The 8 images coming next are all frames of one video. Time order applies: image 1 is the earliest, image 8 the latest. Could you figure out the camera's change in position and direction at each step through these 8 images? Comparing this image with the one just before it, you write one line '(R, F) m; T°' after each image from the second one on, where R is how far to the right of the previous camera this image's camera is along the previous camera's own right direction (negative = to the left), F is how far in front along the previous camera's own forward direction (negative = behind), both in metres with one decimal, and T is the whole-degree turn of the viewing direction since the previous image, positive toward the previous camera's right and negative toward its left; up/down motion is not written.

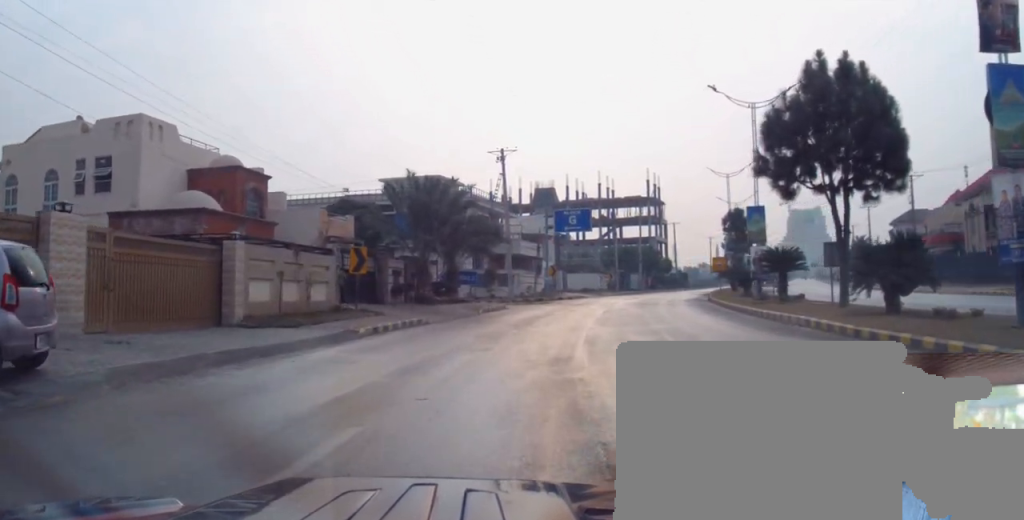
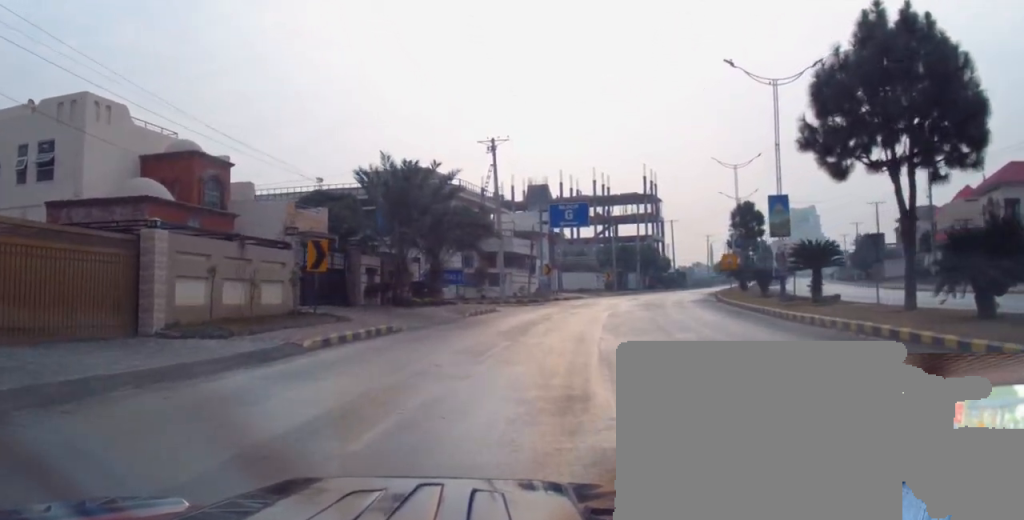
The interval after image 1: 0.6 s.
(+0.3, +4.2) m; +1°
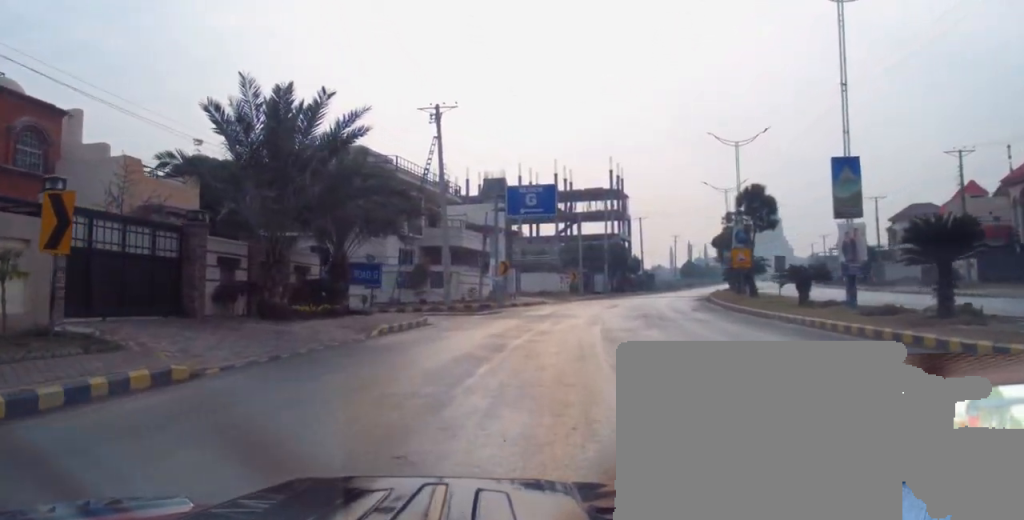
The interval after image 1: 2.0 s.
(-0.3, +11.0) m; 0°
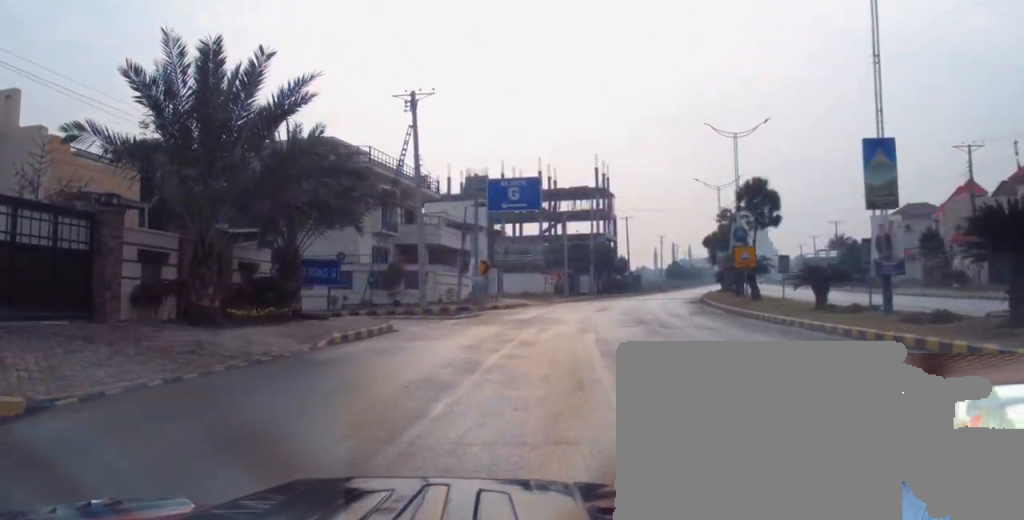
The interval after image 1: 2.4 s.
(0.0, +3.3) m; +2°
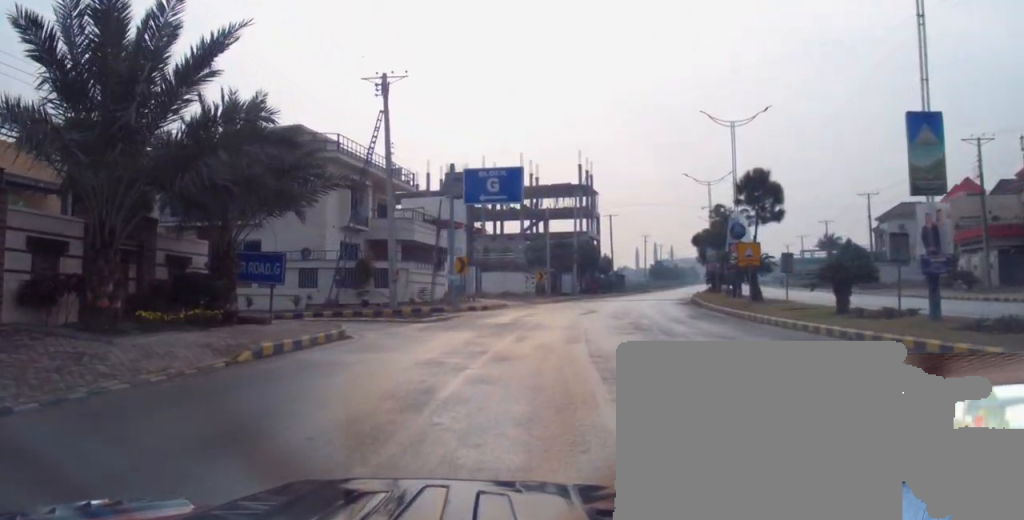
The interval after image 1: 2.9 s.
(0.0, +3.4) m; +2°
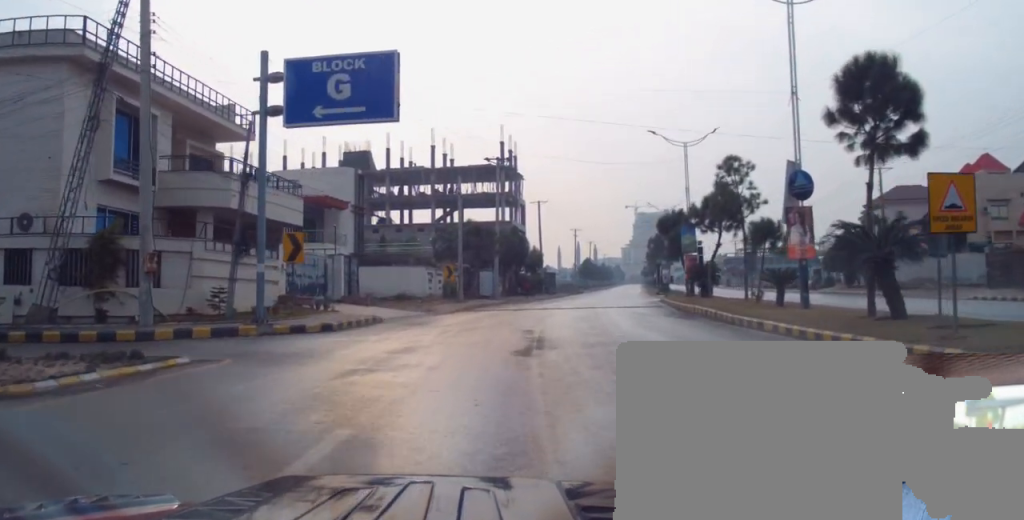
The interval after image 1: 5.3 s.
(+1.0, +18.8) m; +5°
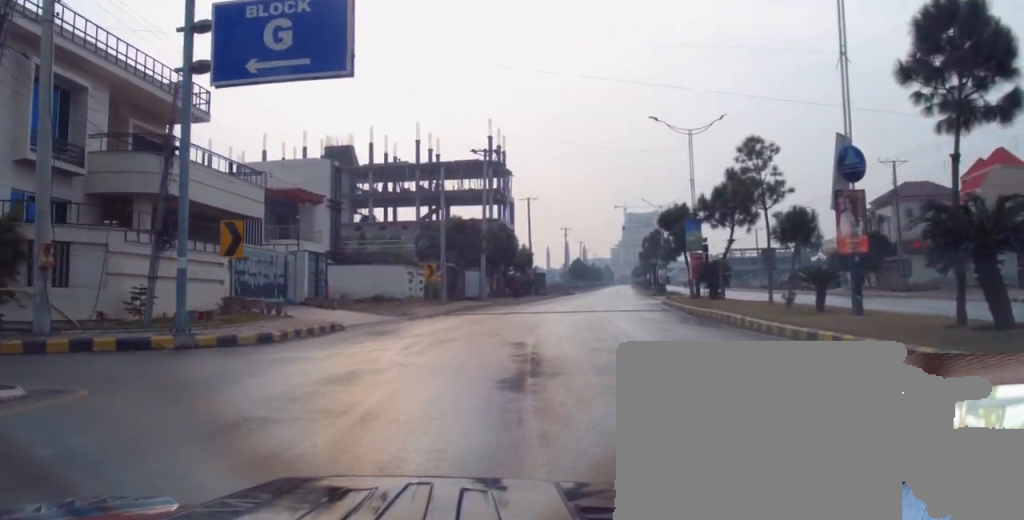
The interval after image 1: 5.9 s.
(-0.1, +4.3) m; +3°
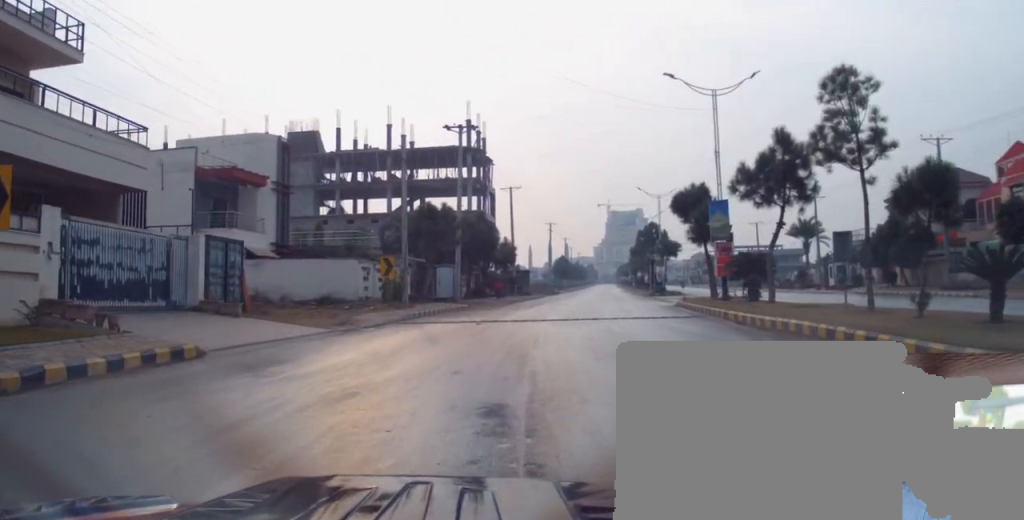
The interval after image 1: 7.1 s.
(+0.7, +9.0) m; +1°
